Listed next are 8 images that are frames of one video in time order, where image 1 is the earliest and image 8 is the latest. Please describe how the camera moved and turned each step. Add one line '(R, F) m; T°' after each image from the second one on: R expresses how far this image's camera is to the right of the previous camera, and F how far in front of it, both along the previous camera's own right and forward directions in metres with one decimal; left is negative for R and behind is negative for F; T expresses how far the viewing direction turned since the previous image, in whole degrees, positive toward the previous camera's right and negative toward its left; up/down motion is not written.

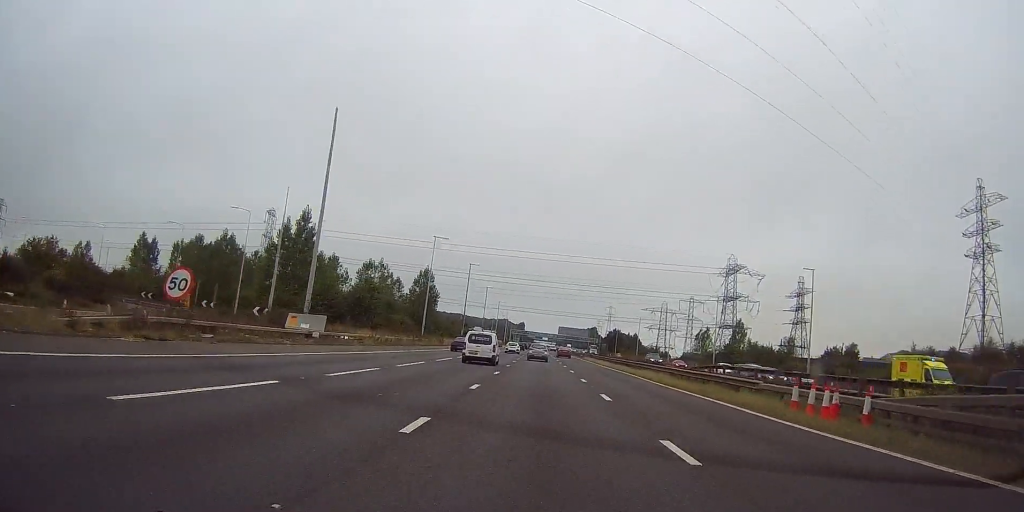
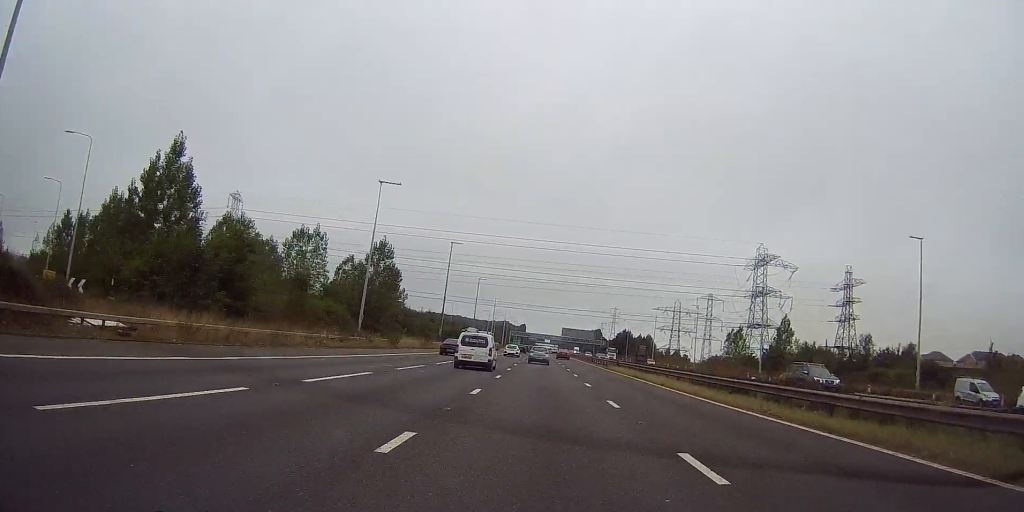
(+0.3, +29.4) m; 0°
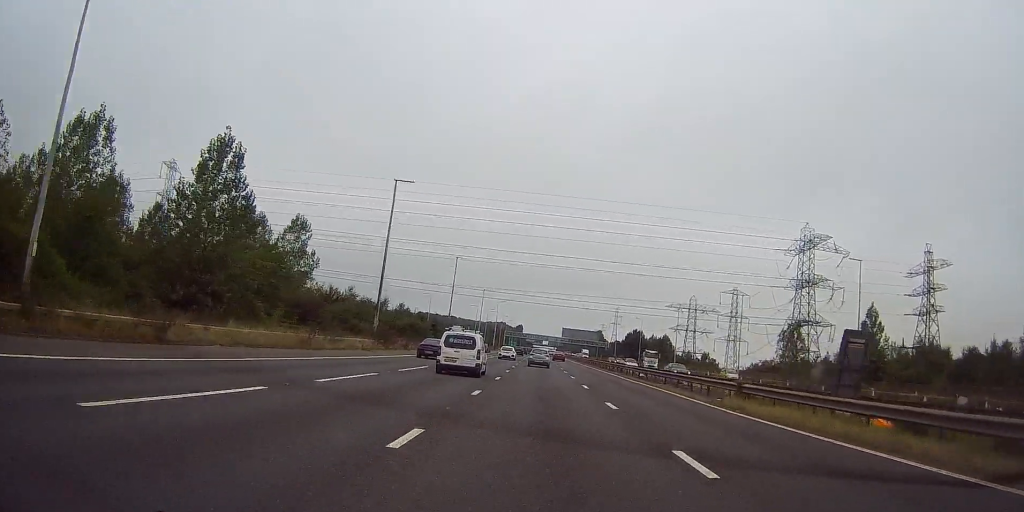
(-0.1, +37.9) m; 0°
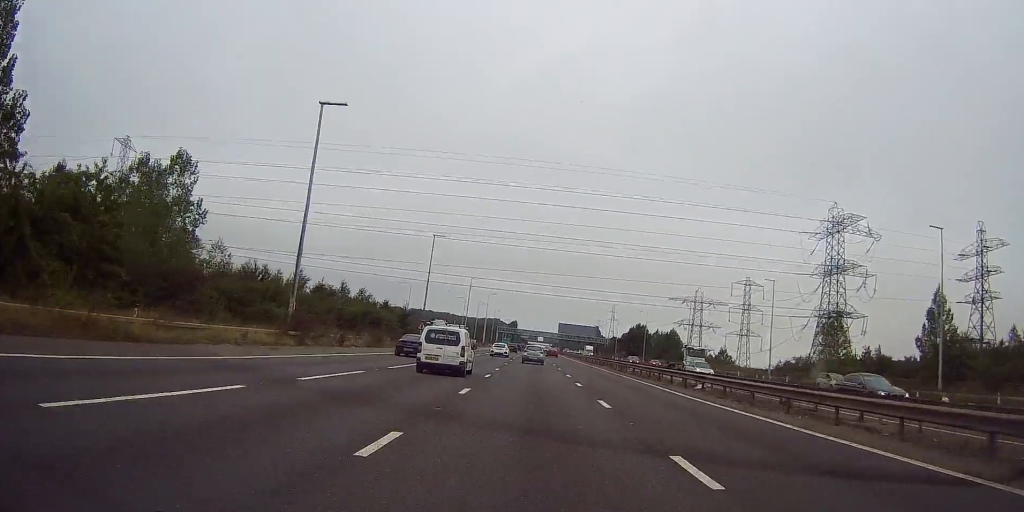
(+0.2, +19.5) m; 0°
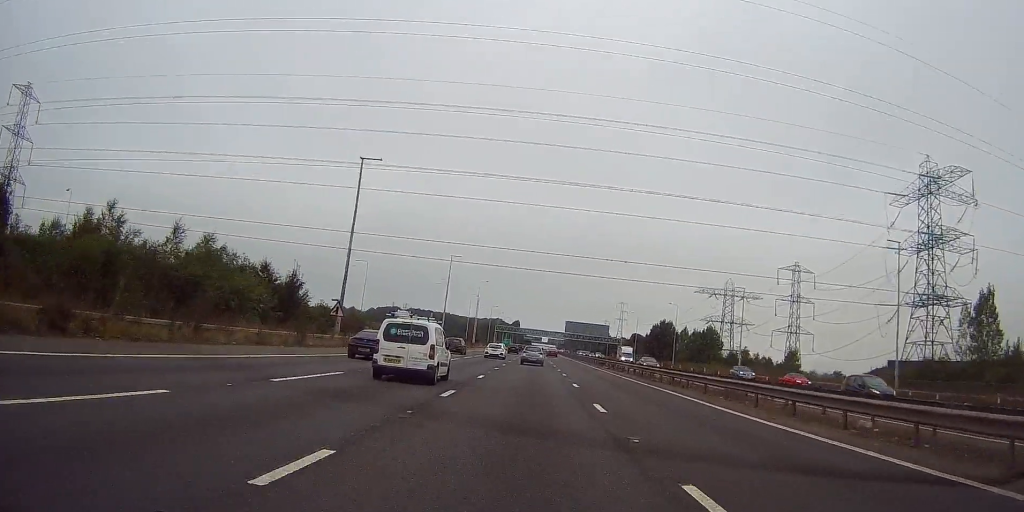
(-0.6, +39.0) m; -1°
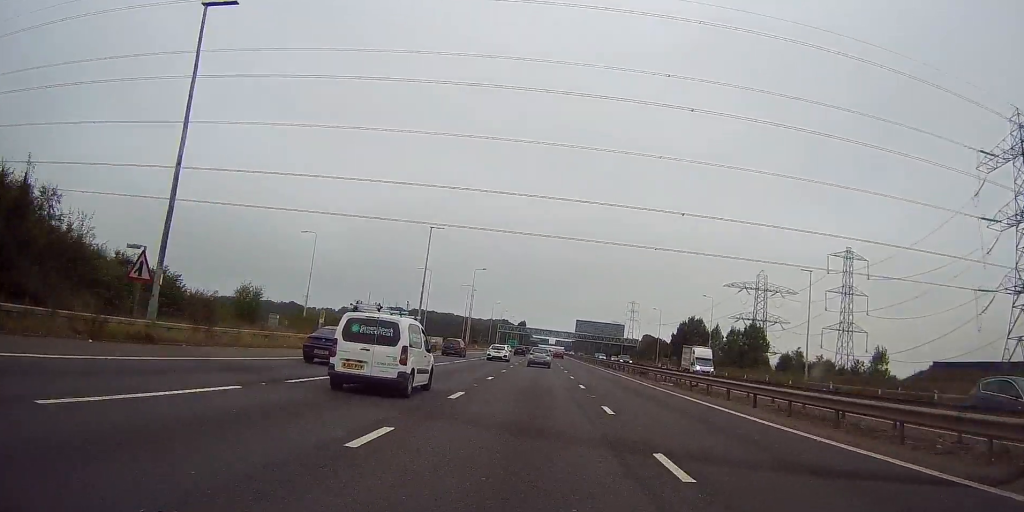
(+0.1, +27.8) m; +1°
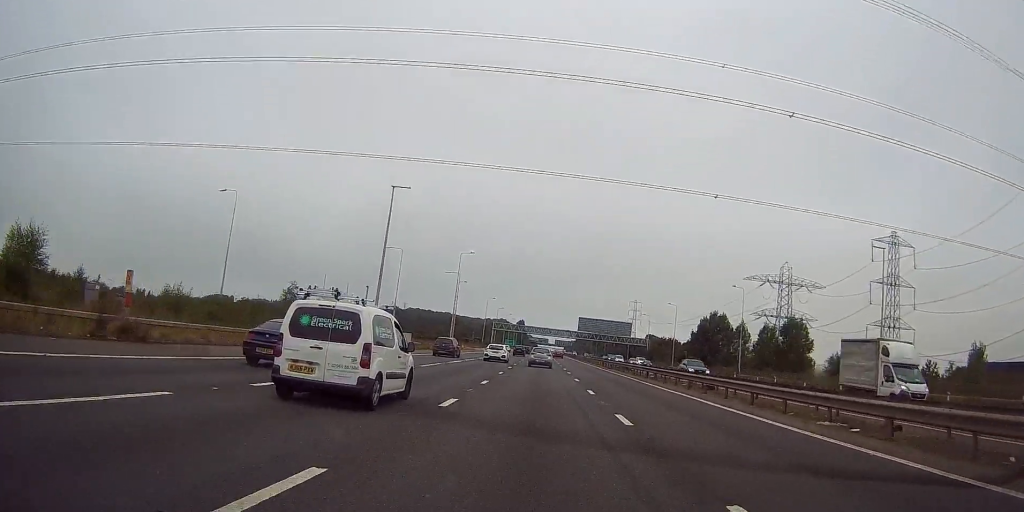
(+0.4, +21.6) m; 0°
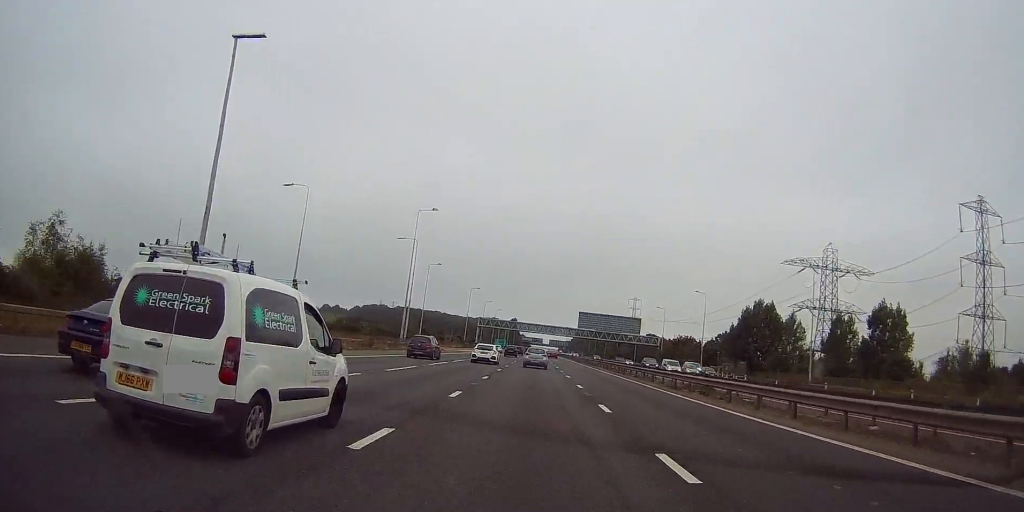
(-0.5, +33.0) m; -1°
